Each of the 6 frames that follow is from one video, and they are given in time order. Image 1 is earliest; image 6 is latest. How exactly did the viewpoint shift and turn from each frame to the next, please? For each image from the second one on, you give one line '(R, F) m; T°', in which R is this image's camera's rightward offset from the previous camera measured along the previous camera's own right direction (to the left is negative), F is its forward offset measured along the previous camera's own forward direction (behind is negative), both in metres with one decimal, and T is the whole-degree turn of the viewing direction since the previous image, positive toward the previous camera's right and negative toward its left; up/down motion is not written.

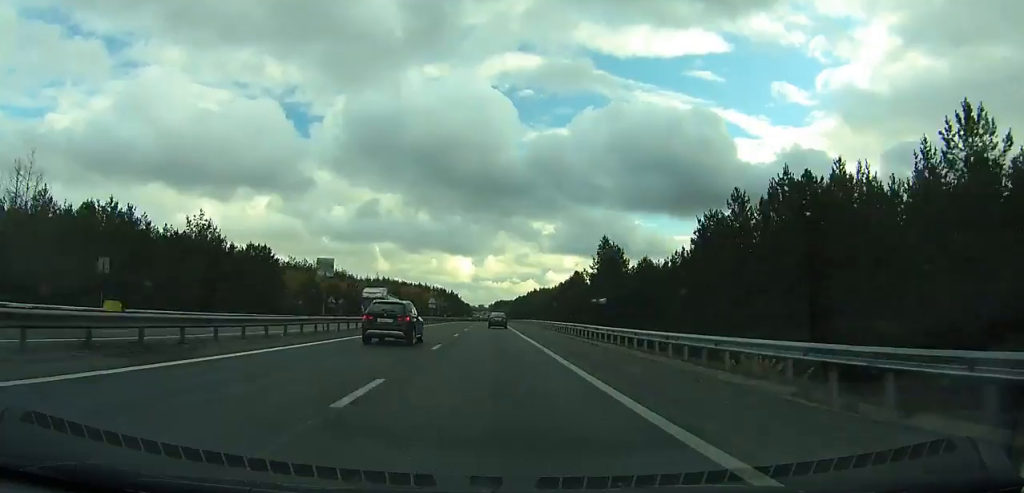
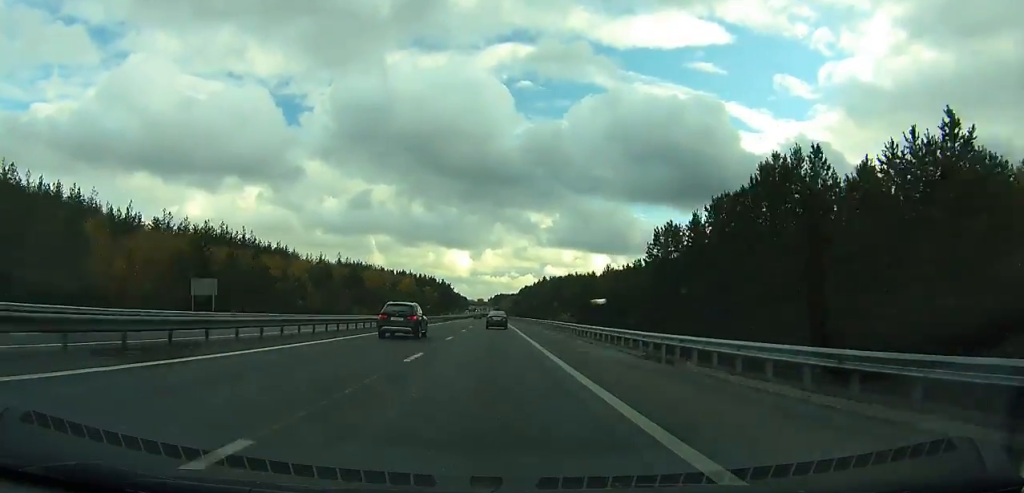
(+0.1, +89.4) m; 0°
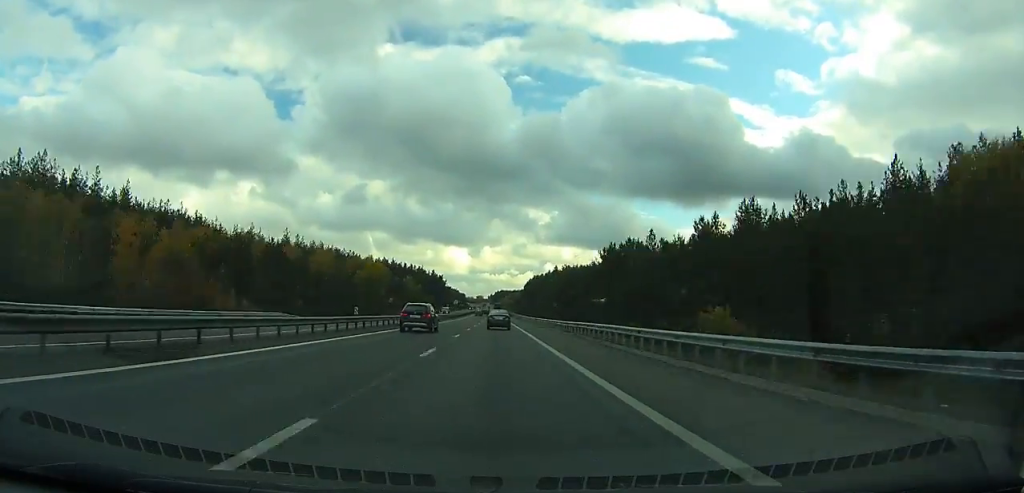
(+0.1, +71.3) m; 0°
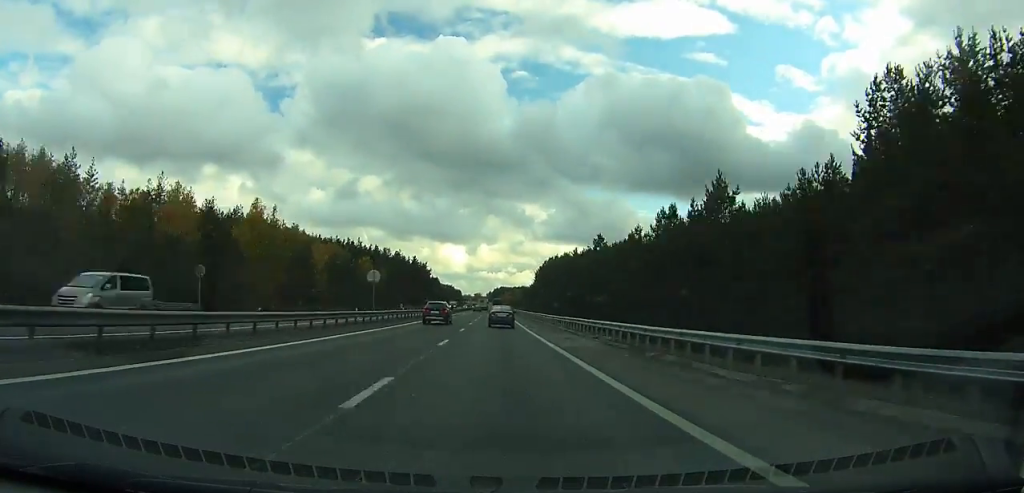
(0.0, +80.0) m; 0°
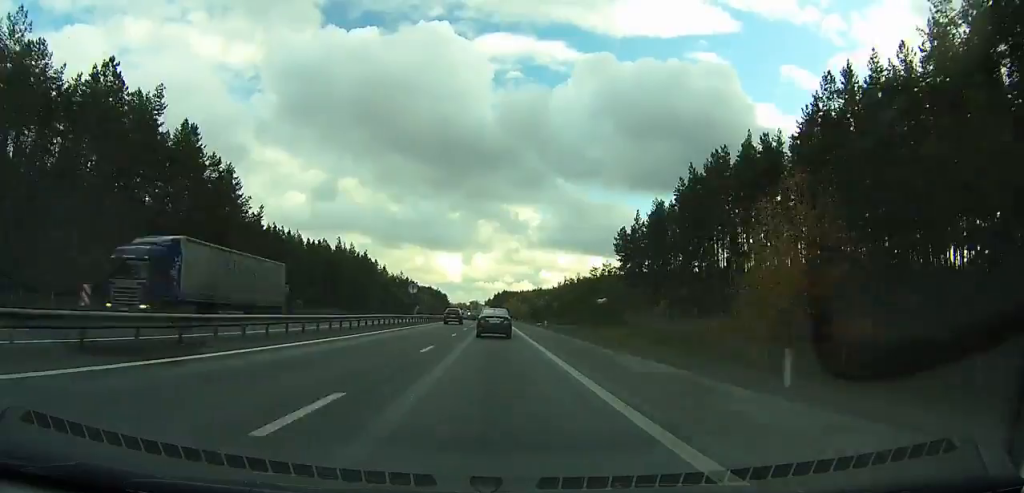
(+0.2, +229.9) m; 0°
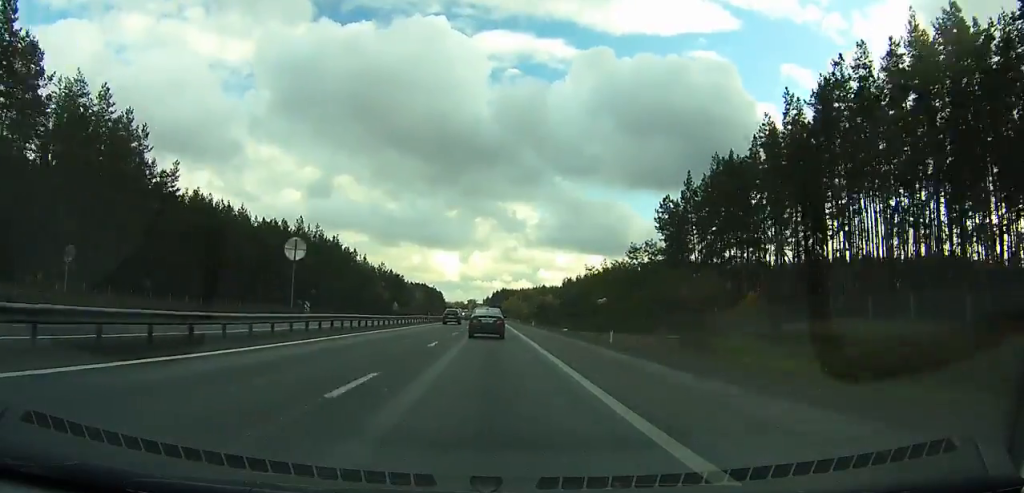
(-0.2, +33.9) m; 0°
